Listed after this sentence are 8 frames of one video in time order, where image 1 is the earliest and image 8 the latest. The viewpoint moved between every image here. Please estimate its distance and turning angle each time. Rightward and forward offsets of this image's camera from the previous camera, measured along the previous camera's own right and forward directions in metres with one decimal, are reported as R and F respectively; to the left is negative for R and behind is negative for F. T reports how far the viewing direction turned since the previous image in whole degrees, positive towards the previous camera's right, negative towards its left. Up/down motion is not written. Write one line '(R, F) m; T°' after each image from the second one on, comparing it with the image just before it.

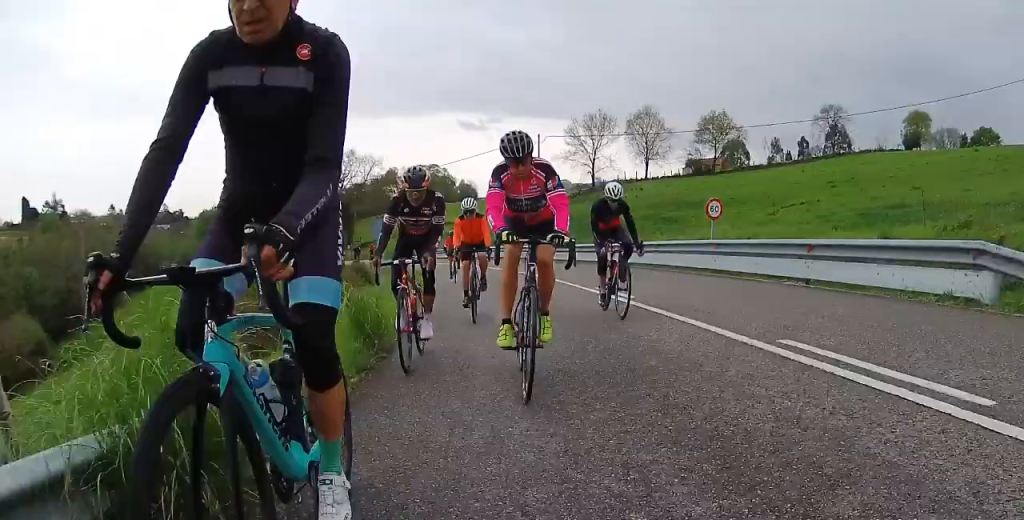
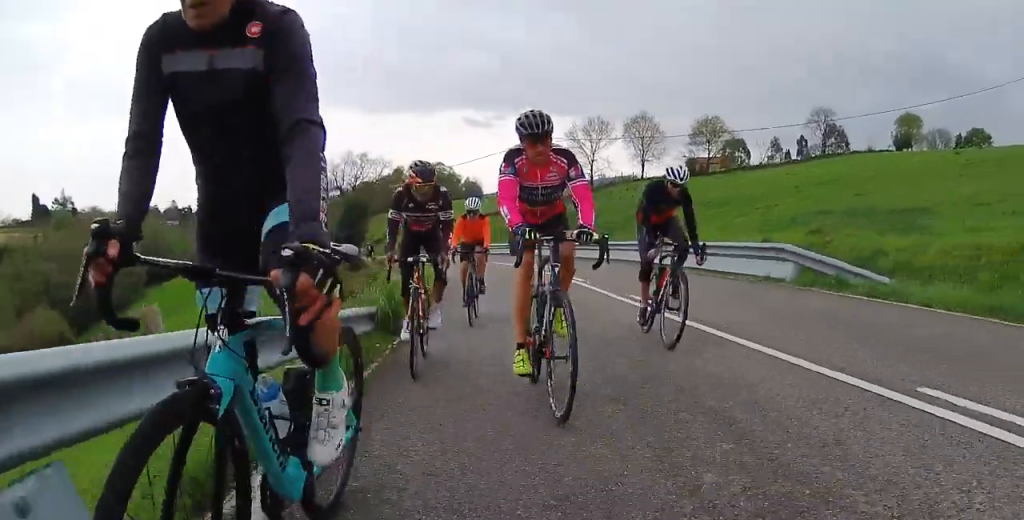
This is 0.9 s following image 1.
(0.0, +5.1) m; 0°
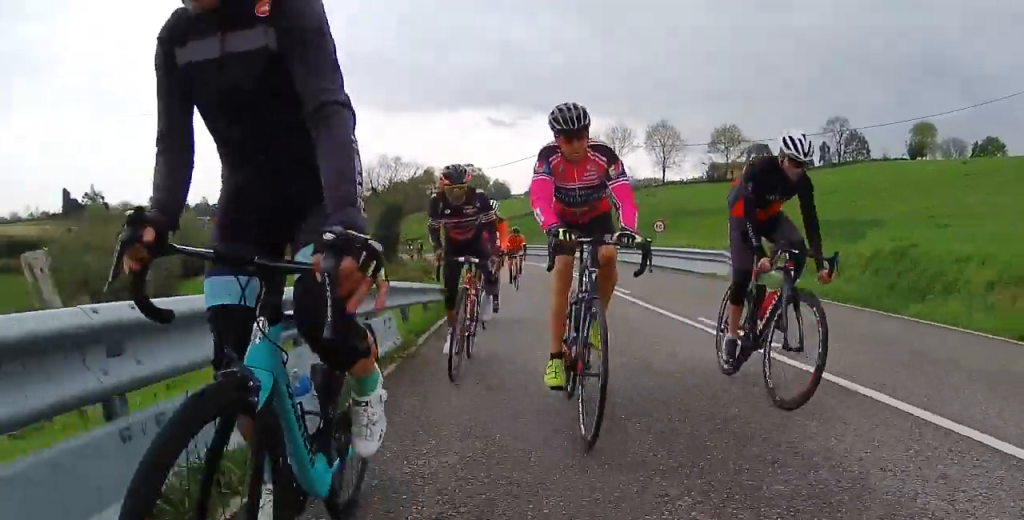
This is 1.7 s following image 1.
(0.0, +4.7) m; 0°
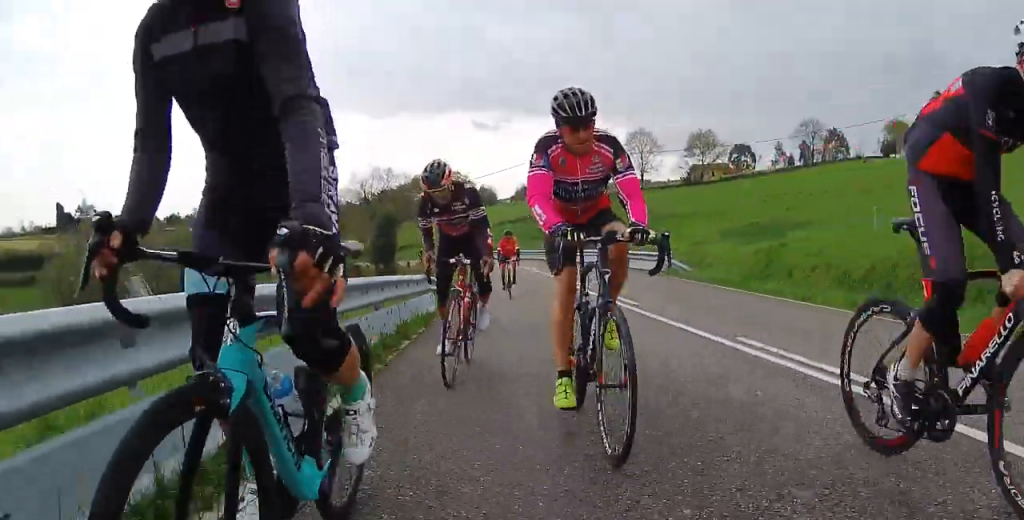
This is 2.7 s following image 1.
(0.0, +5.3) m; 0°
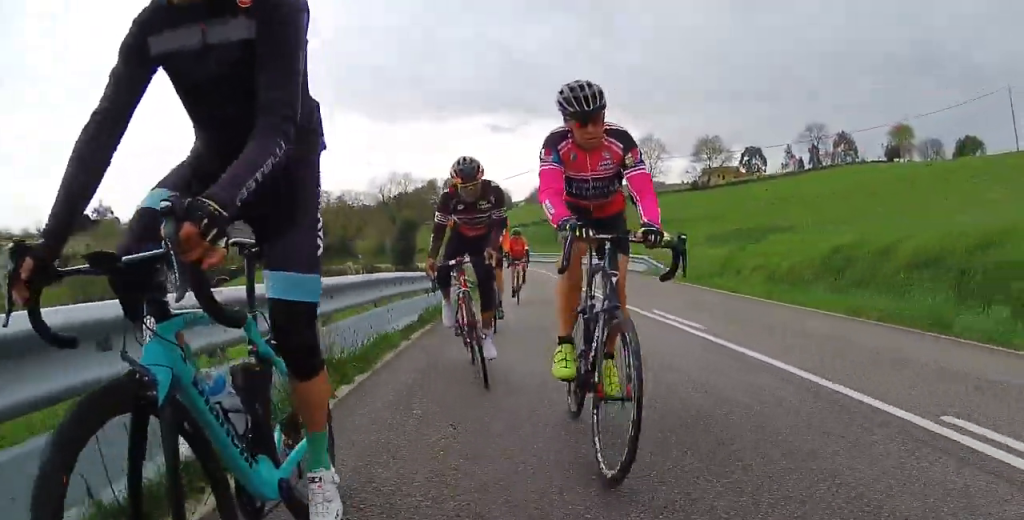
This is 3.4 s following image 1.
(0.0, +4.3) m; 0°
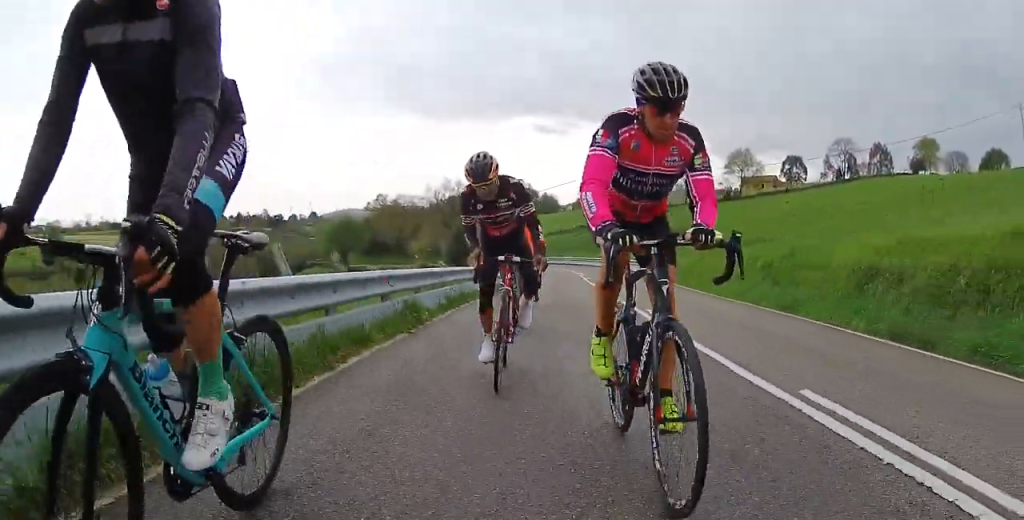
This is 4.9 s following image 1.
(-0.1, +9.3) m; -5°
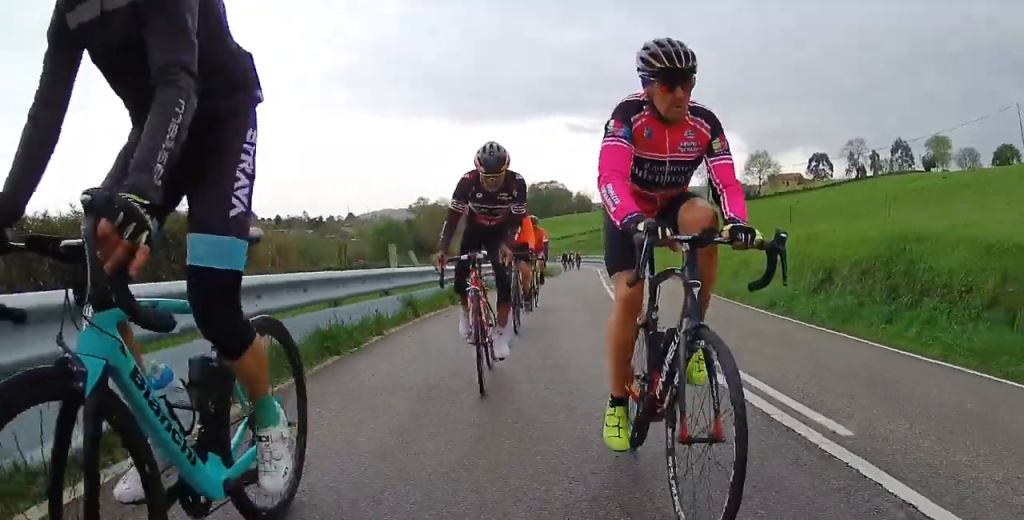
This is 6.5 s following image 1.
(-0.9, +8.3) m; -7°
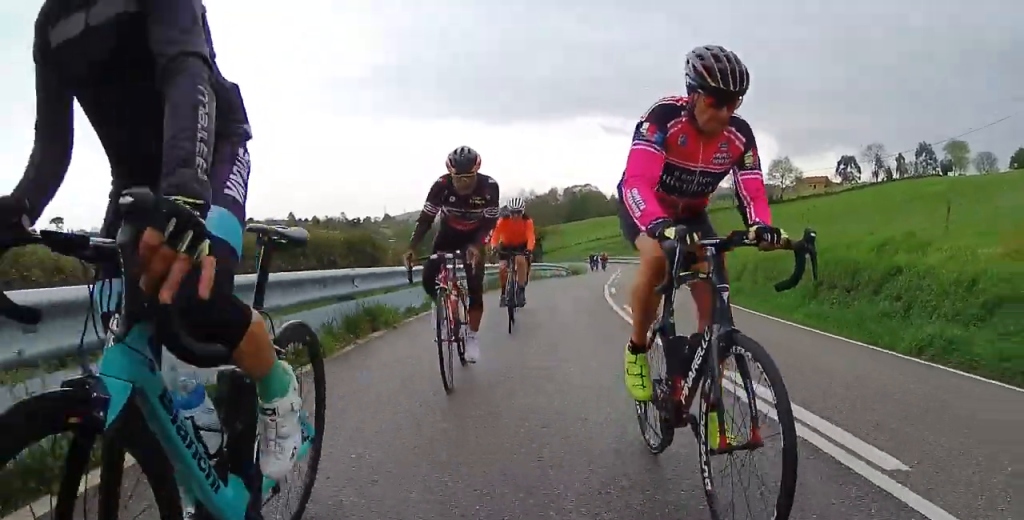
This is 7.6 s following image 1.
(0.0, +6.6) m; 0°
